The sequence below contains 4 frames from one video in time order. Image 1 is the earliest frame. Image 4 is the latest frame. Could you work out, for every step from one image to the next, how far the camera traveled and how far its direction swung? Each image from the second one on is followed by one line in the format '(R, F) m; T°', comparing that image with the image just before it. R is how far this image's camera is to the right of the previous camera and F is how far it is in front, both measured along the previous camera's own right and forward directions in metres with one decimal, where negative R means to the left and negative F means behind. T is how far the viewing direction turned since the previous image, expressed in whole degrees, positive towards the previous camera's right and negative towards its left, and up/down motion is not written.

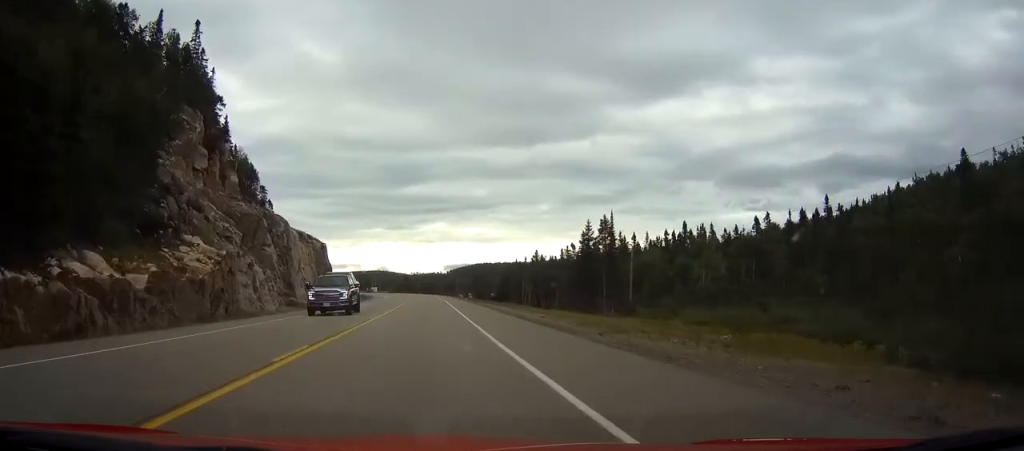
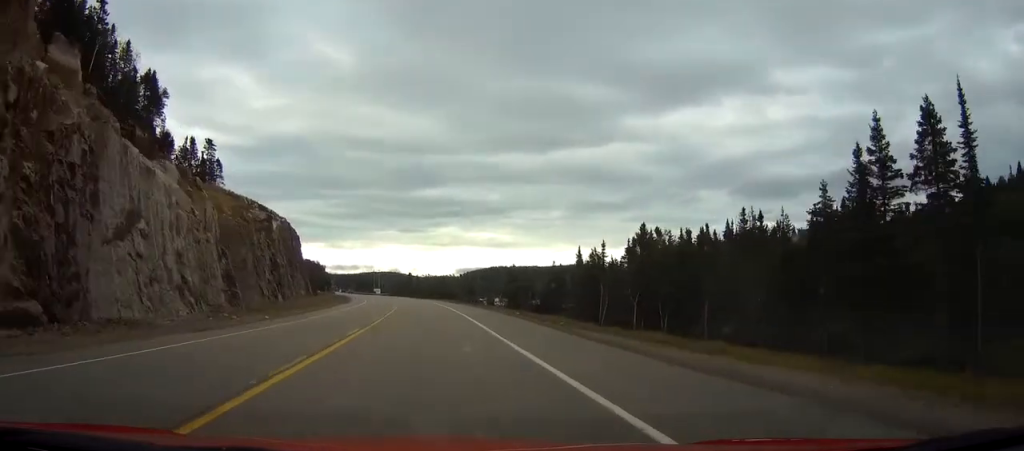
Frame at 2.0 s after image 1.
(-0.5, +64.1) m; -1°
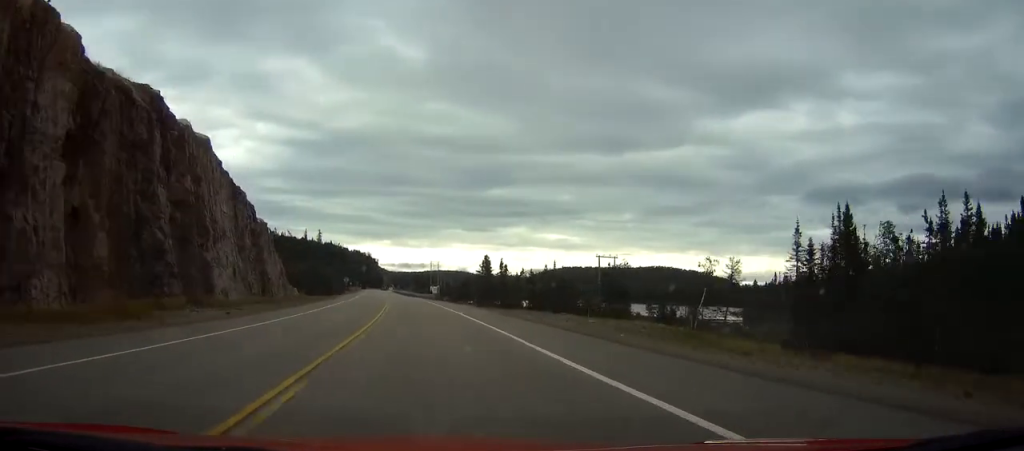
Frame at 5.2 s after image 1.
(-5.1, +104.9) m; -6°
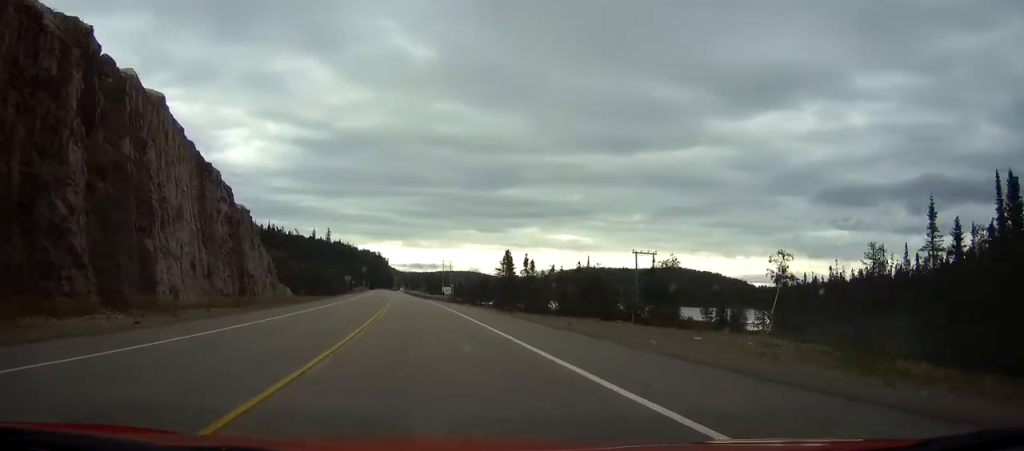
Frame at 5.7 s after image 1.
(-0.2, +15.3) m; -1°
